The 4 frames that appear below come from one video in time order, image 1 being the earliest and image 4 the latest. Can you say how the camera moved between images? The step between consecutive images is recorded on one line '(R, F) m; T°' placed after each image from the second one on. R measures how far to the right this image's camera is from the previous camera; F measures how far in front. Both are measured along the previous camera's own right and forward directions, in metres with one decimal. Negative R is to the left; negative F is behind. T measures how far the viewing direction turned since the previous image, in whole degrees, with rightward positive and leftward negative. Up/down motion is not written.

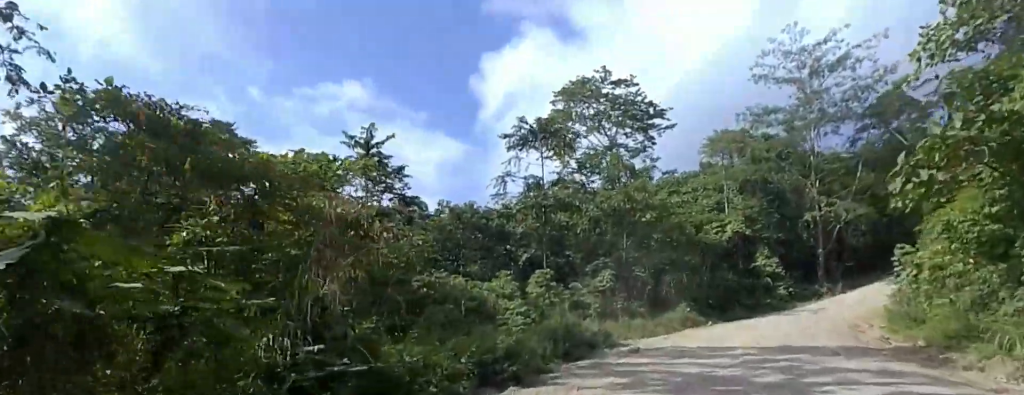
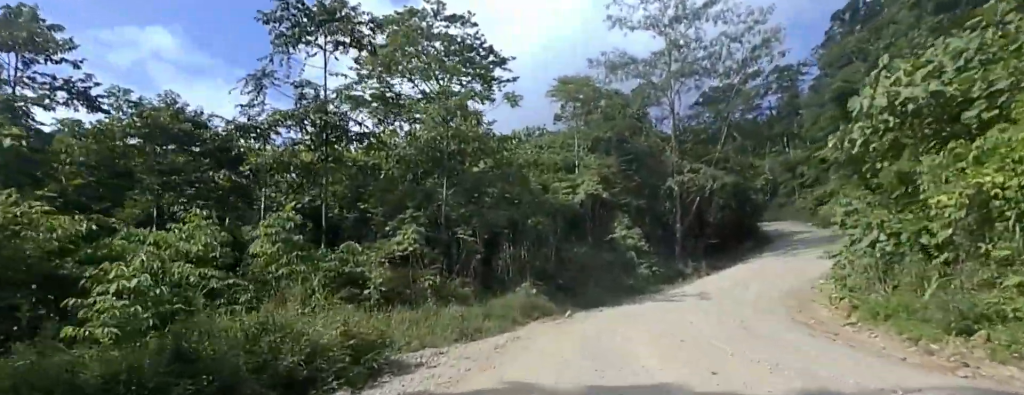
(+2.3, +13.8) m; +16°
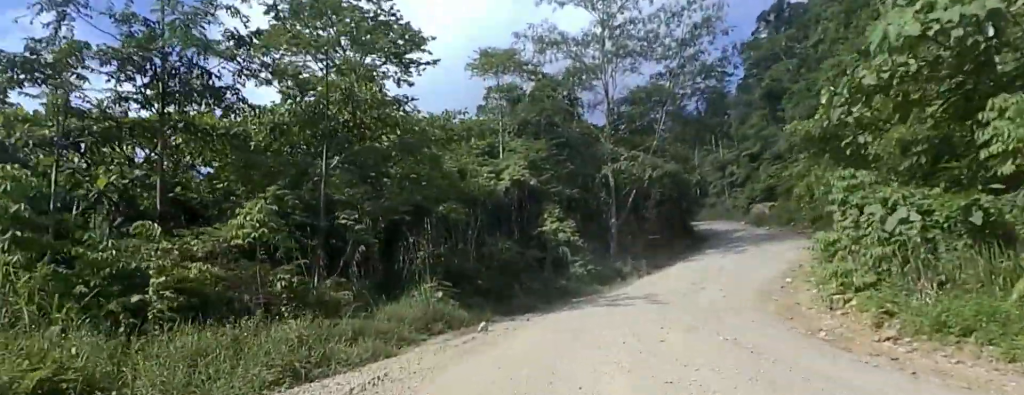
(0.0, +6.3) m; 0°
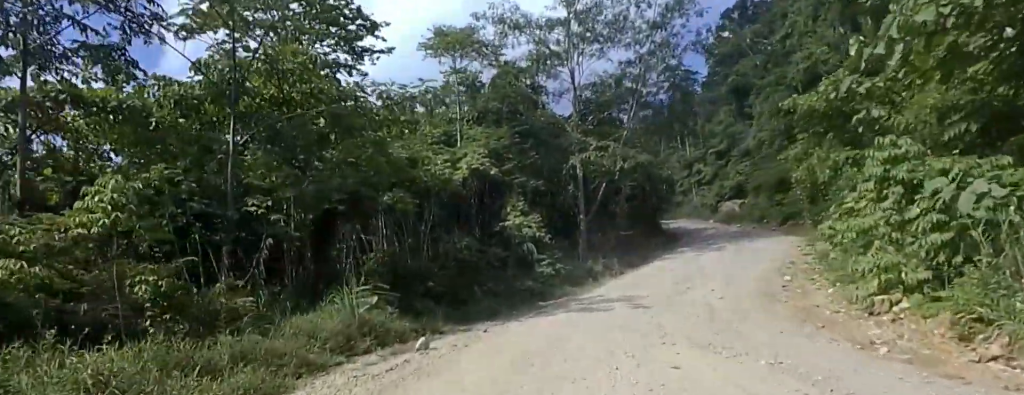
(0.0, +3.9) m; 0°
